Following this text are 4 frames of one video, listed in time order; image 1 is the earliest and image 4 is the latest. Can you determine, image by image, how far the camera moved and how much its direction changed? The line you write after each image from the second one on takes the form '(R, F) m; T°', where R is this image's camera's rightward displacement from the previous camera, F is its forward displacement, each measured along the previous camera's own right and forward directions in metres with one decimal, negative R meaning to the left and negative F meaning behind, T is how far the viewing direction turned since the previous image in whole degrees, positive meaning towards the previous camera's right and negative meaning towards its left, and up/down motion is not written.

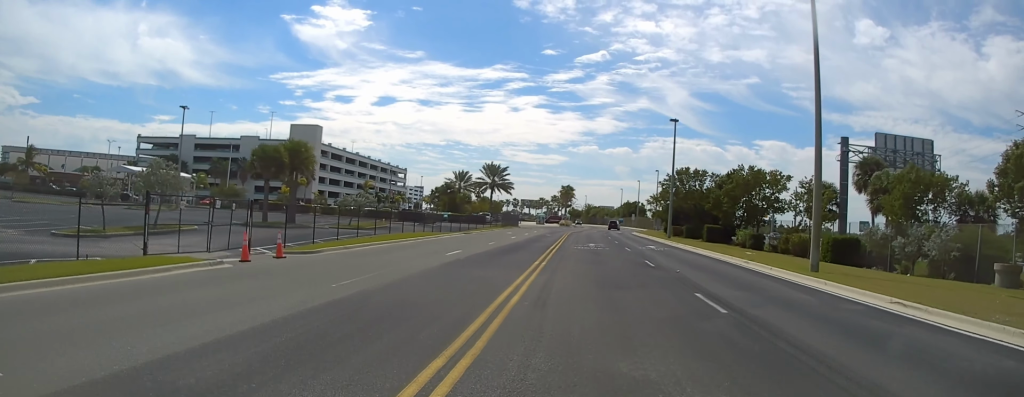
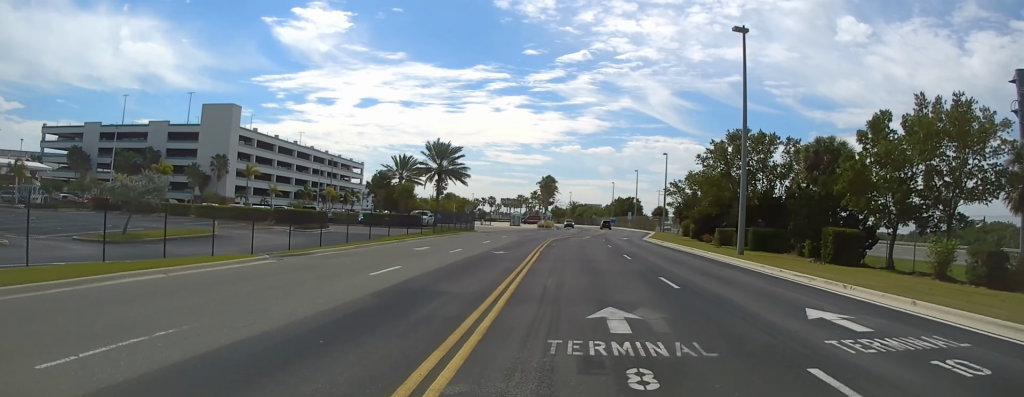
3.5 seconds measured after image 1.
(+0.3, +32.7) m; -1°
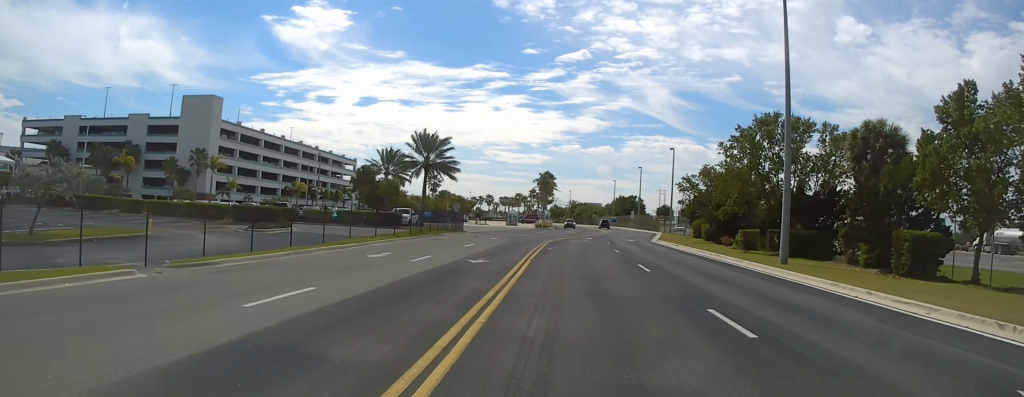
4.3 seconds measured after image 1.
(0.0, +7.1) m; 0°
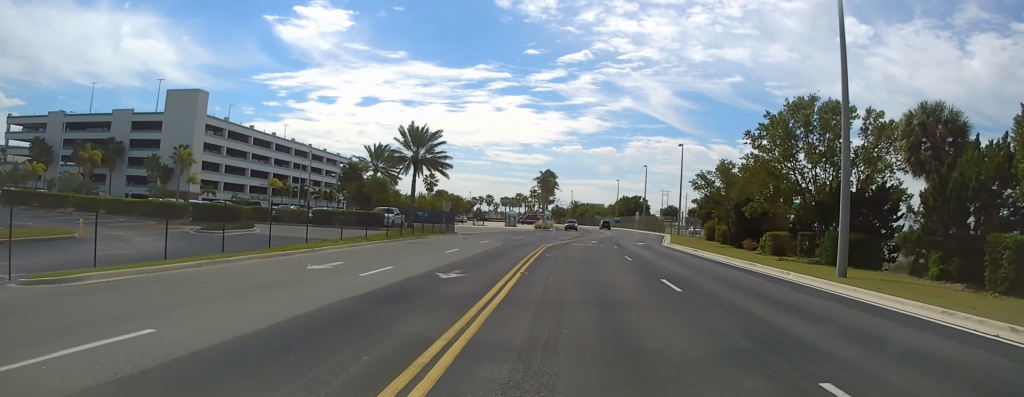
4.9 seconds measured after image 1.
(0.0, +5.8) m; +1°
